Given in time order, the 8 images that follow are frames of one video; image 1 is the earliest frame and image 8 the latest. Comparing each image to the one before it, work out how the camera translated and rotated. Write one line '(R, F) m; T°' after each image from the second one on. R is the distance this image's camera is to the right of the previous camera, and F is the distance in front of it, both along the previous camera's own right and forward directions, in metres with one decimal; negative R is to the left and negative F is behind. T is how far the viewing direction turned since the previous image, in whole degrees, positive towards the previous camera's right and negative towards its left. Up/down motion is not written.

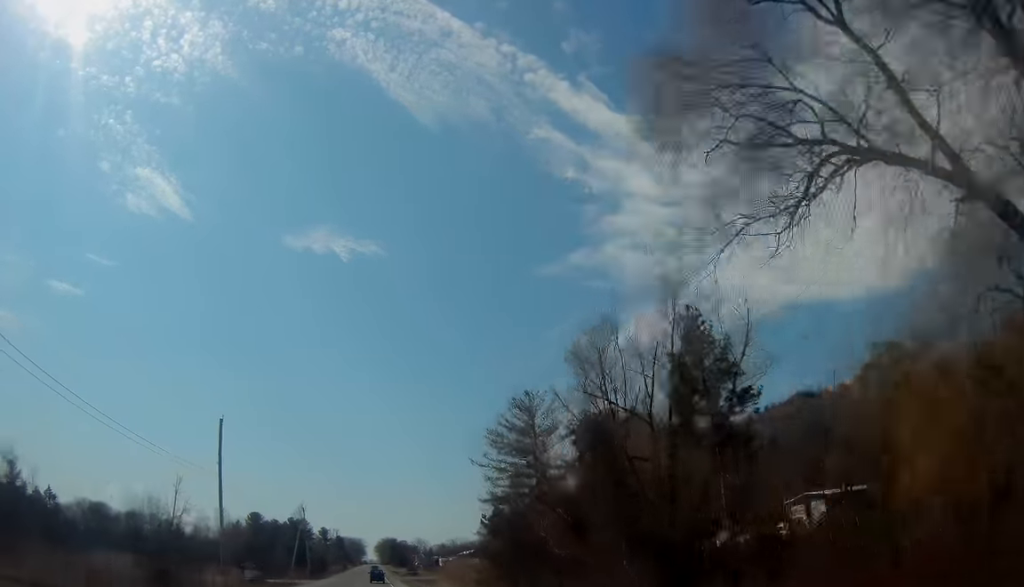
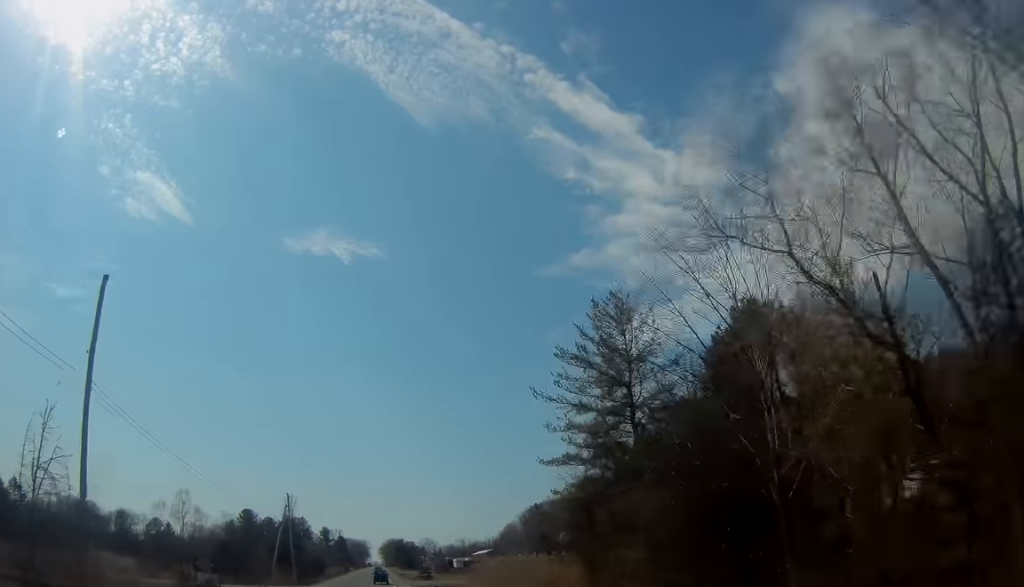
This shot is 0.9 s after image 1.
(0.0, +23.6) m; 0°
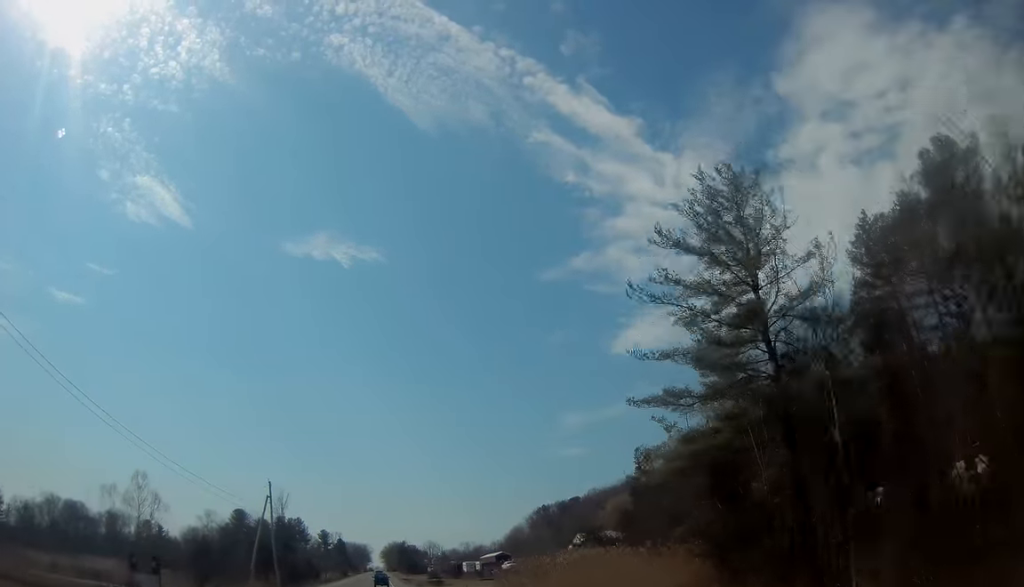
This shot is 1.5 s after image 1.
(0.0, +15.2) m; 0°
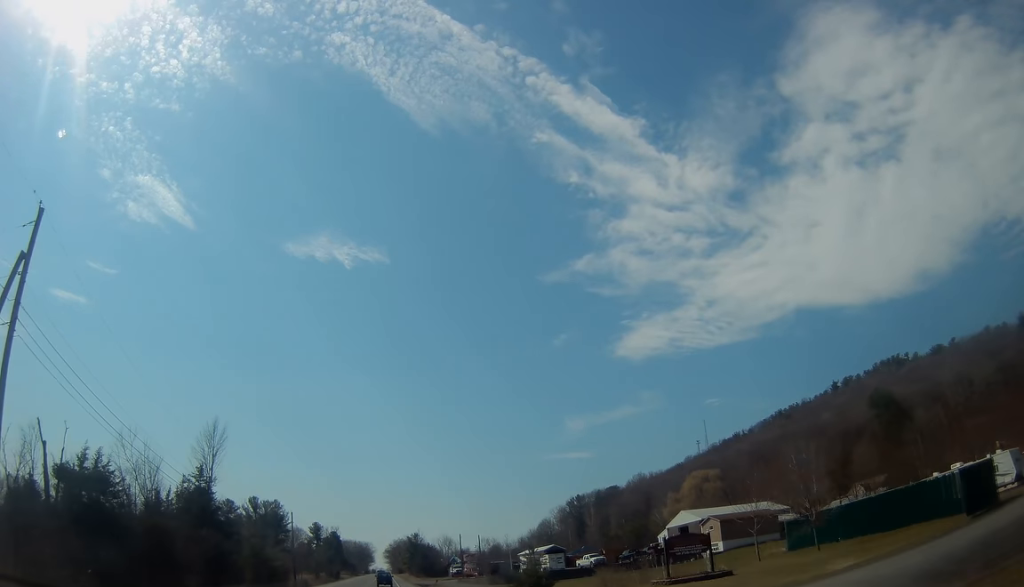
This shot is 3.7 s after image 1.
(-0.1, +54.4) m; -1°
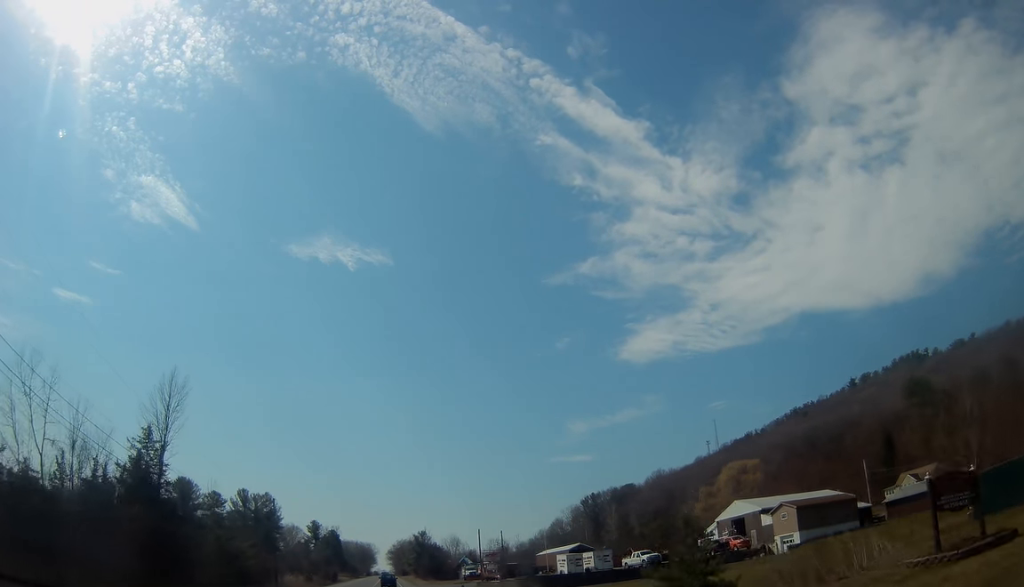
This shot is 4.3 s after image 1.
(-0.2, +16.9) m; 0°
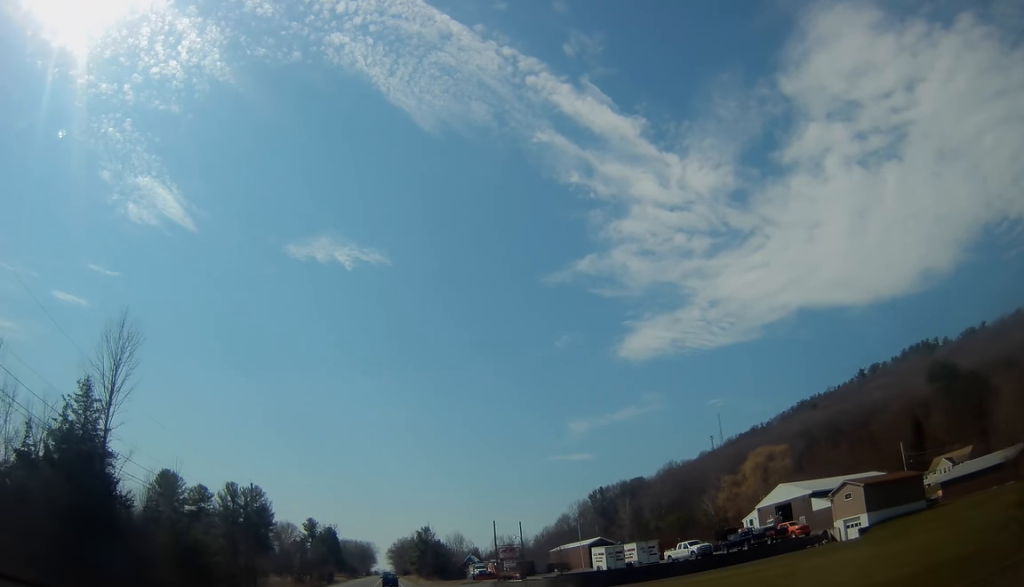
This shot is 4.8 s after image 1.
(-0.1, +11.8) m; 0°
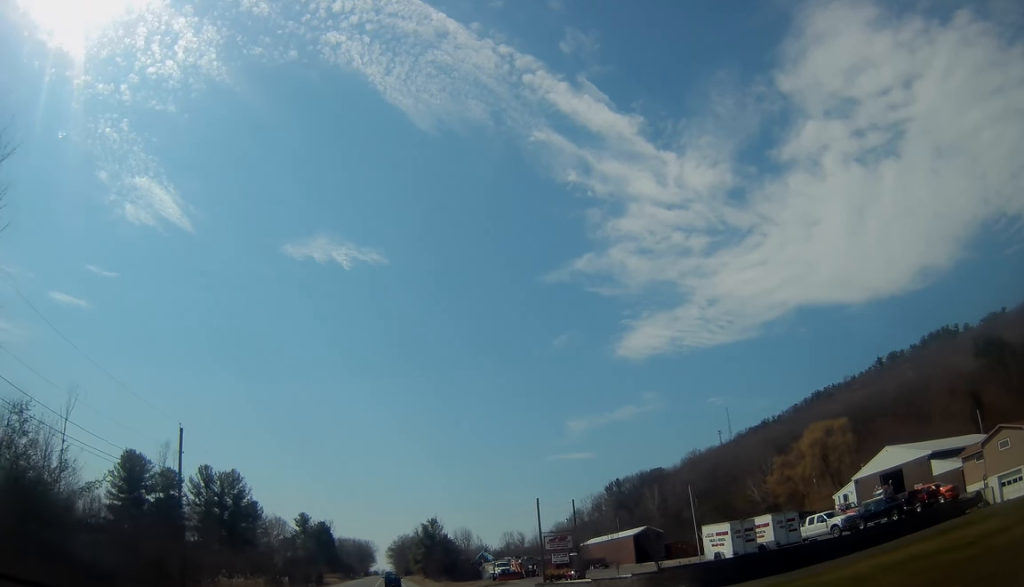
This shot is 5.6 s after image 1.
(0.0, +21.0) m; +1°
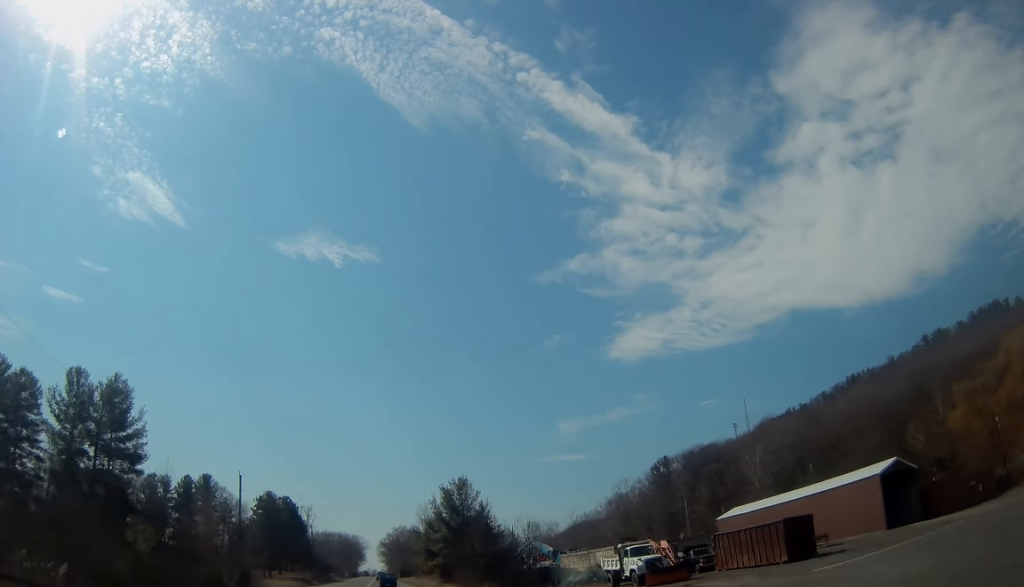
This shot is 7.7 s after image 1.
(+0.7, +52.2) m; 0°
